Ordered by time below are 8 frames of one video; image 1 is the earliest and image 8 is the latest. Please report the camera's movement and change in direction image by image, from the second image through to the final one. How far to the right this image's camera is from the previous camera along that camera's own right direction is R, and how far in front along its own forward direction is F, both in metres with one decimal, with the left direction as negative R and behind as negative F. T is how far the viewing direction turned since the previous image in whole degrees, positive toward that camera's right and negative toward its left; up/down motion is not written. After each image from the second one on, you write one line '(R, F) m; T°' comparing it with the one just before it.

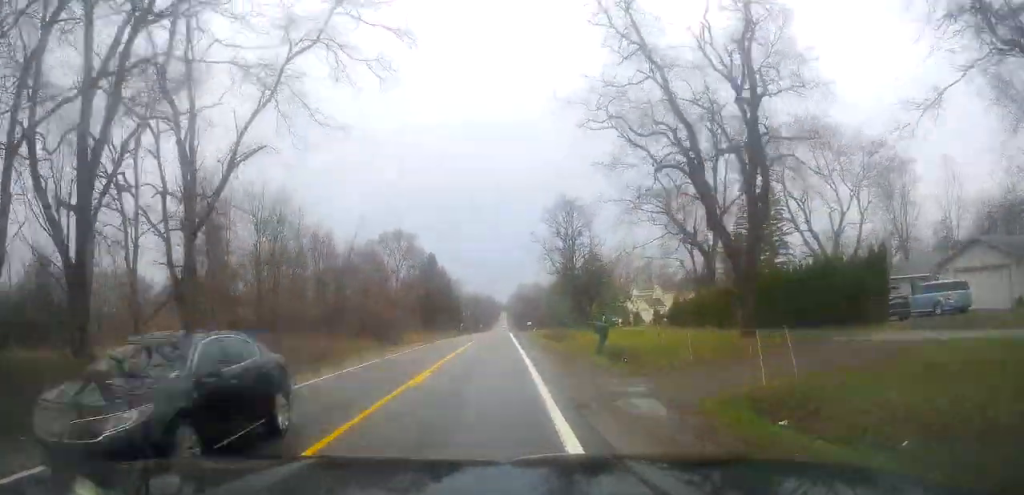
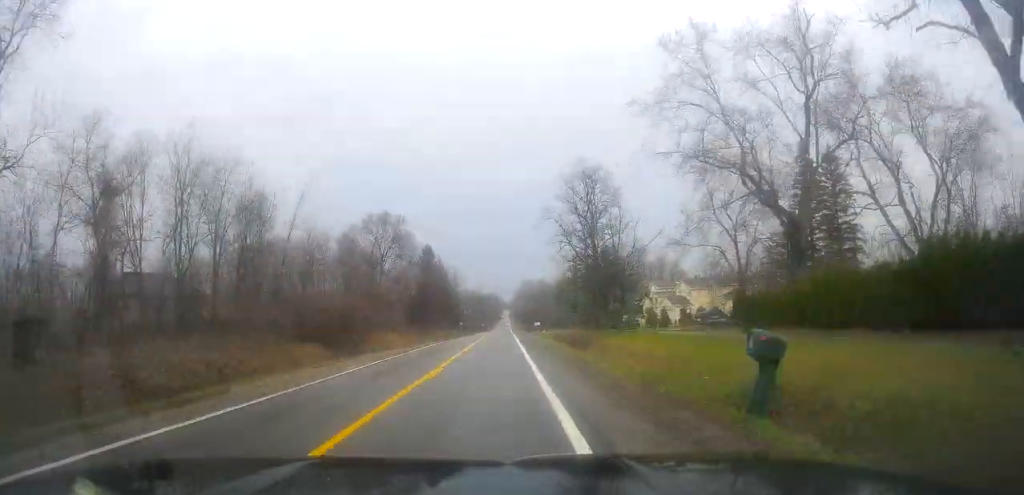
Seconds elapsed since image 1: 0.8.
(-0.1, +13.5) m; 0°
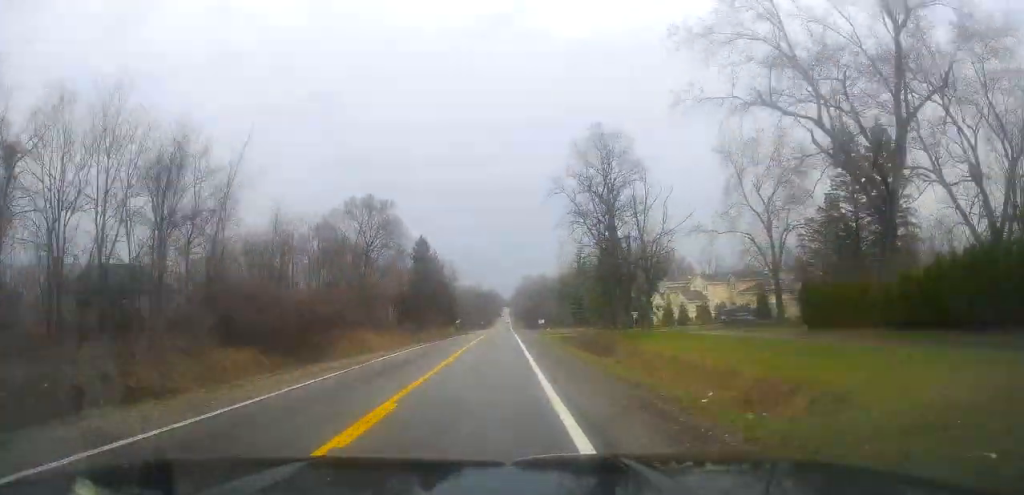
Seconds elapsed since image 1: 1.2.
(+0.2, +8.2) m; -1°
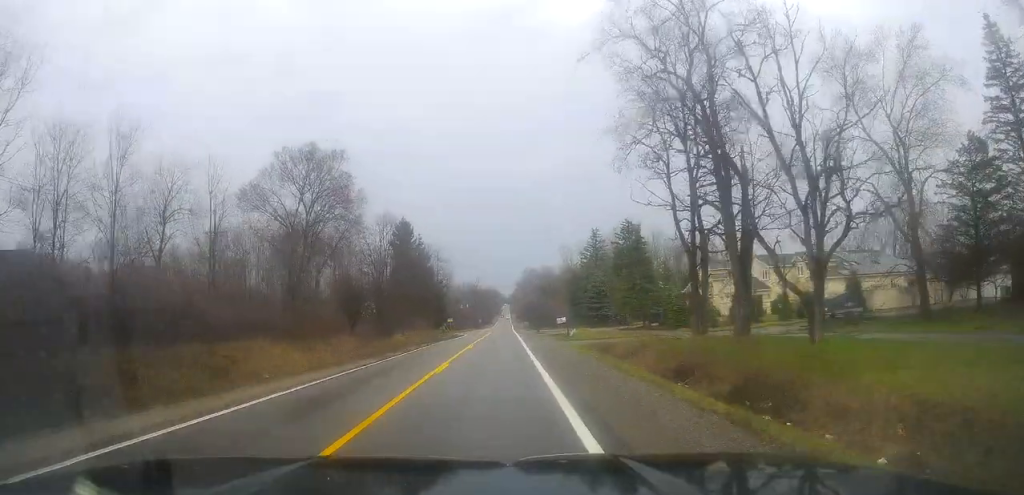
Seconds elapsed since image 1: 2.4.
(-0.6, +20.8) m; 0°
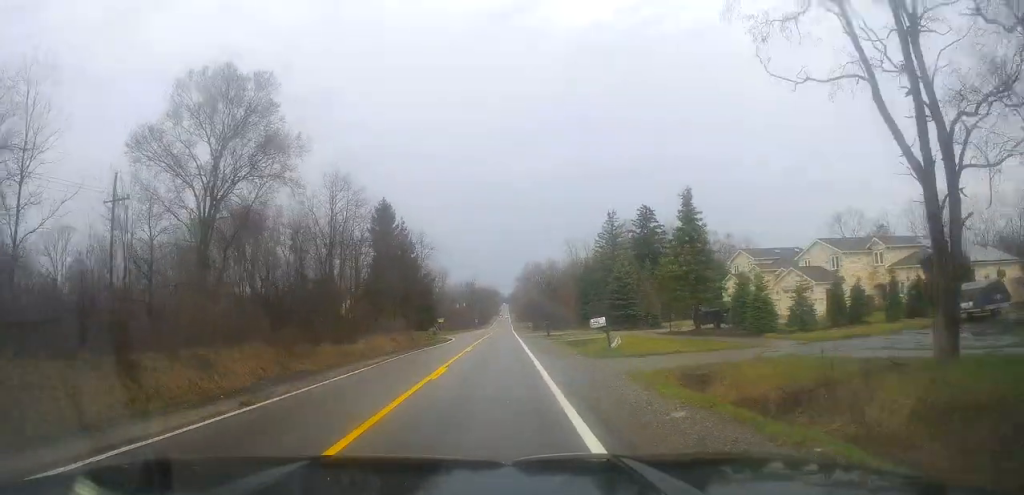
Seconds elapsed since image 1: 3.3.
(+0.5, +15.9) m; +1°
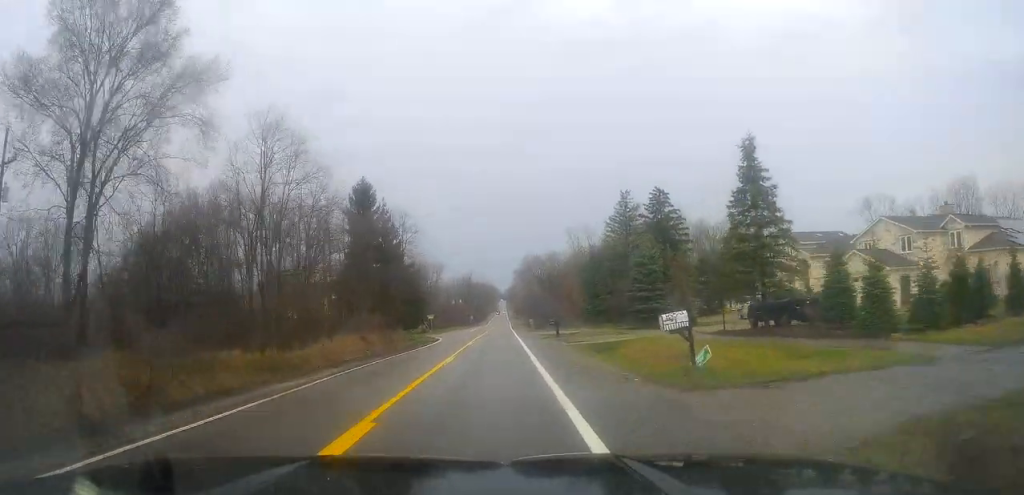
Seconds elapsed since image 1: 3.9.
(0.0, +11.3) m; 0°
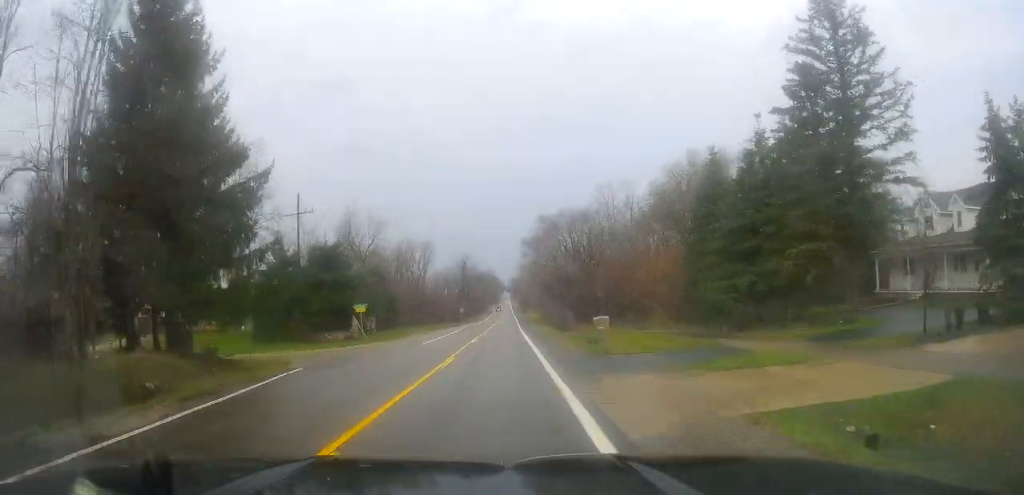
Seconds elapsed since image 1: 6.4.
(-0.9, +48.6) m; -3°
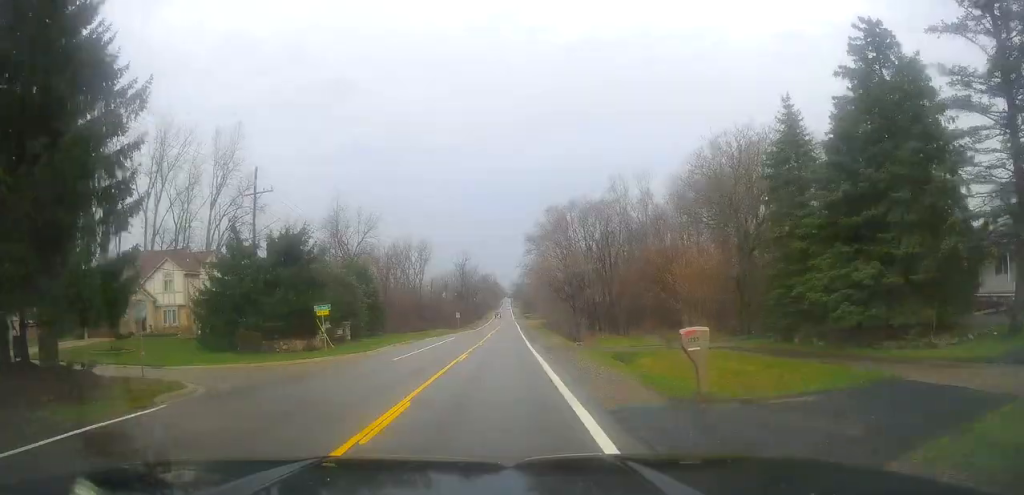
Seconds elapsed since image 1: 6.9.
(-0.1, +10.6) m; 0°
